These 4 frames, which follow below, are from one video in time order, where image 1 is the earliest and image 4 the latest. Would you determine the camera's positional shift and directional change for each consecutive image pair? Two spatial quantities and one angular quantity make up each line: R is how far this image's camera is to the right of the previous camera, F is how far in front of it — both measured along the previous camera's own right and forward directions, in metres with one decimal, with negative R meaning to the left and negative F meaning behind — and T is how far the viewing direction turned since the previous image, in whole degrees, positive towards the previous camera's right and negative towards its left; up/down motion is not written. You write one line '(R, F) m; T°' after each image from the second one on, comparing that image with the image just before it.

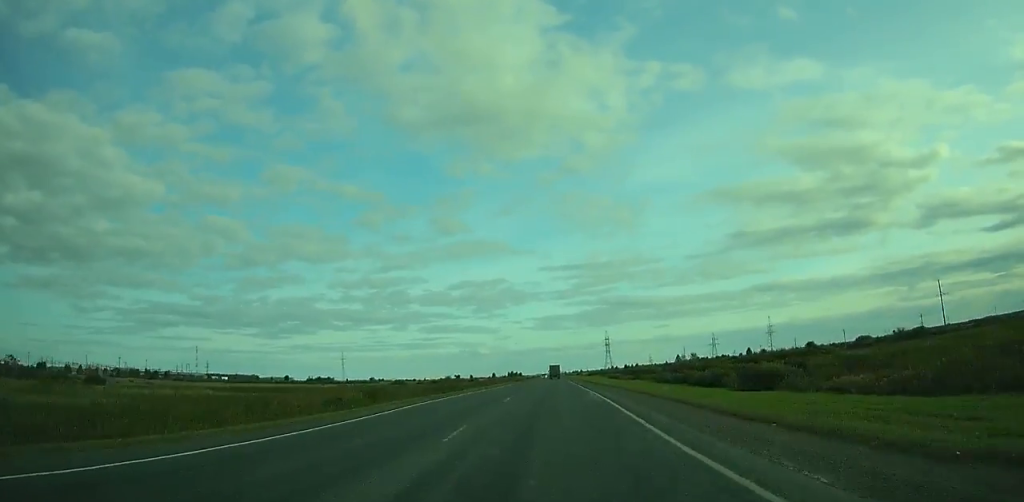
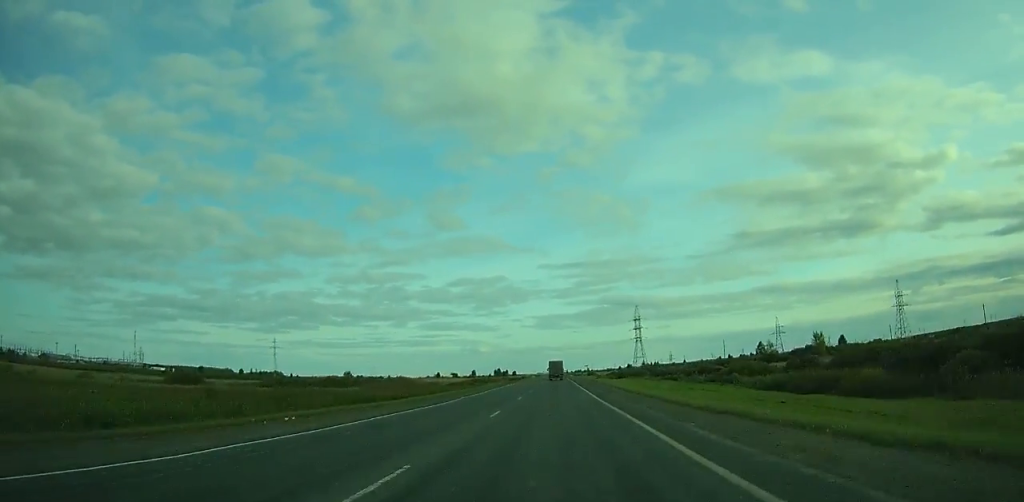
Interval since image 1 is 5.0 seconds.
(0.0, +152.7) m; 0°
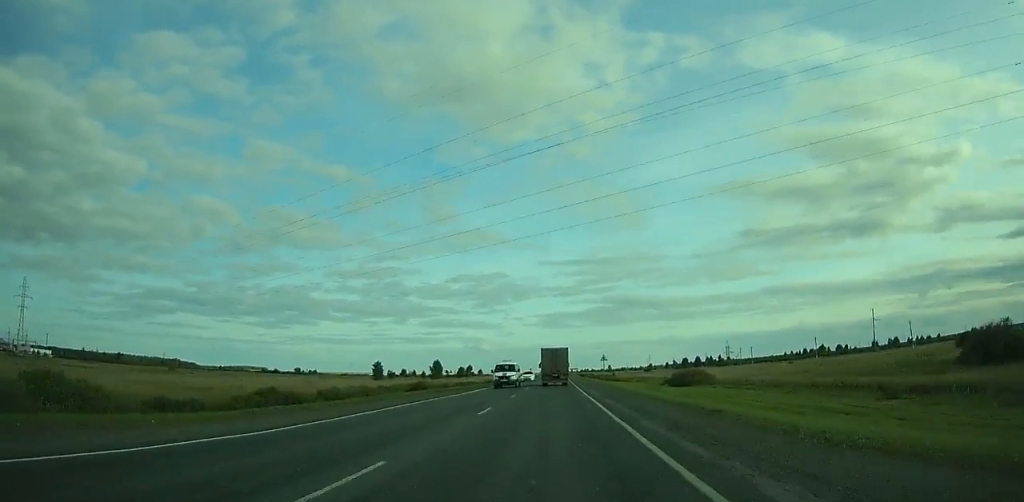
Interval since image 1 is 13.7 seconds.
(+0.2, +243.5) m; 0°
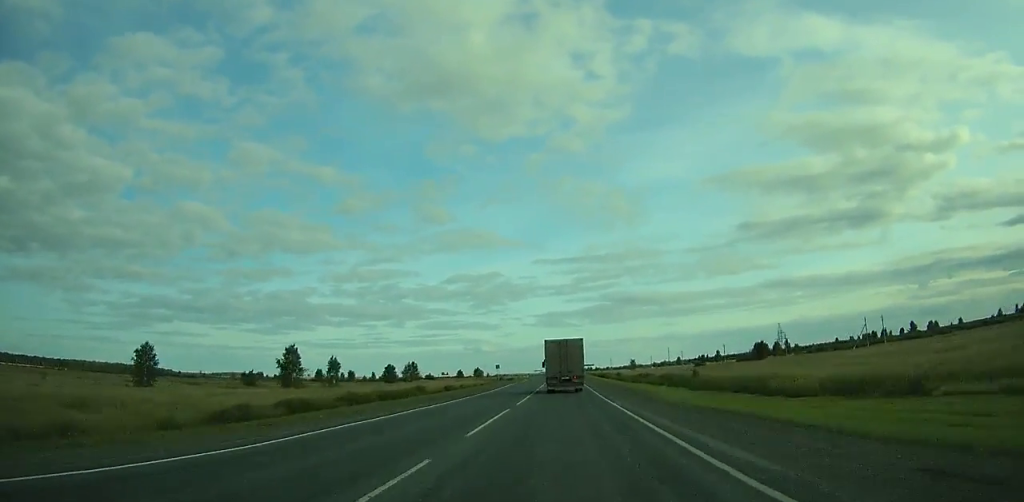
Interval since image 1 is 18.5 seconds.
(-0.2, +122.6) m; 0°
